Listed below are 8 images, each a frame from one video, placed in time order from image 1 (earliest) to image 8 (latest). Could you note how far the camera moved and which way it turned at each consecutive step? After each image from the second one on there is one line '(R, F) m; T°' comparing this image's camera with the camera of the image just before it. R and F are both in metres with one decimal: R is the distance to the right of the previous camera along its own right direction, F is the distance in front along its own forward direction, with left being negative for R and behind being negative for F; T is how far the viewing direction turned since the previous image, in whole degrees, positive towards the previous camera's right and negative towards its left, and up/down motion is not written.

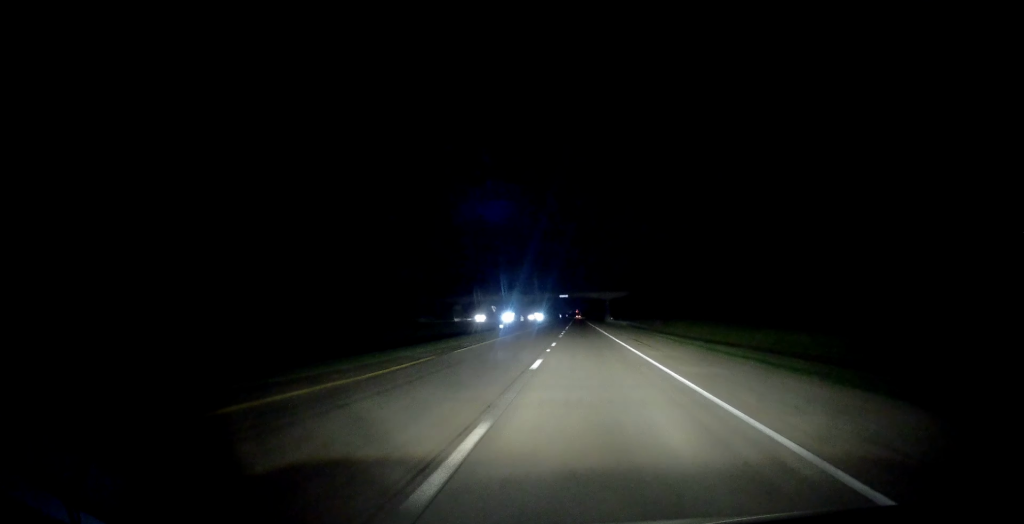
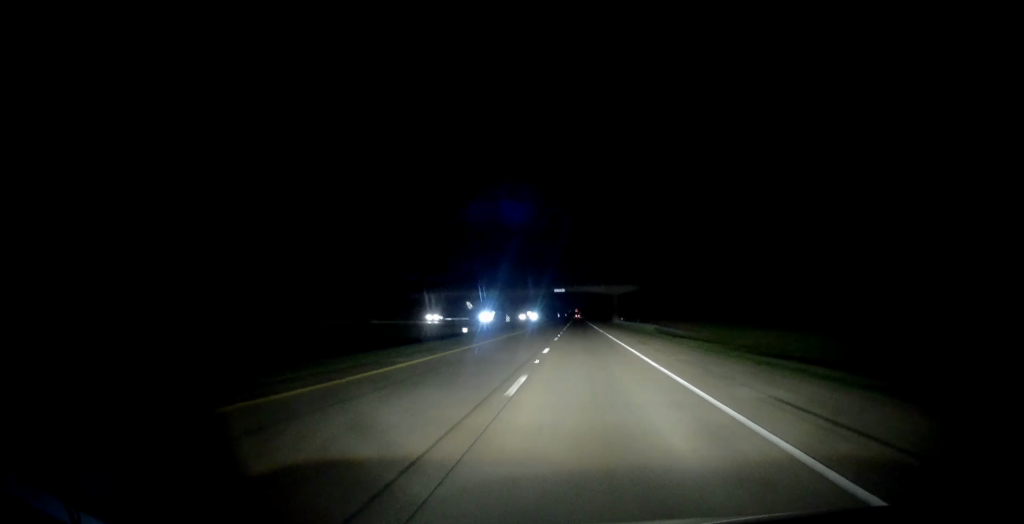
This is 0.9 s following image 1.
(+0.2, +29.9) m; 0°
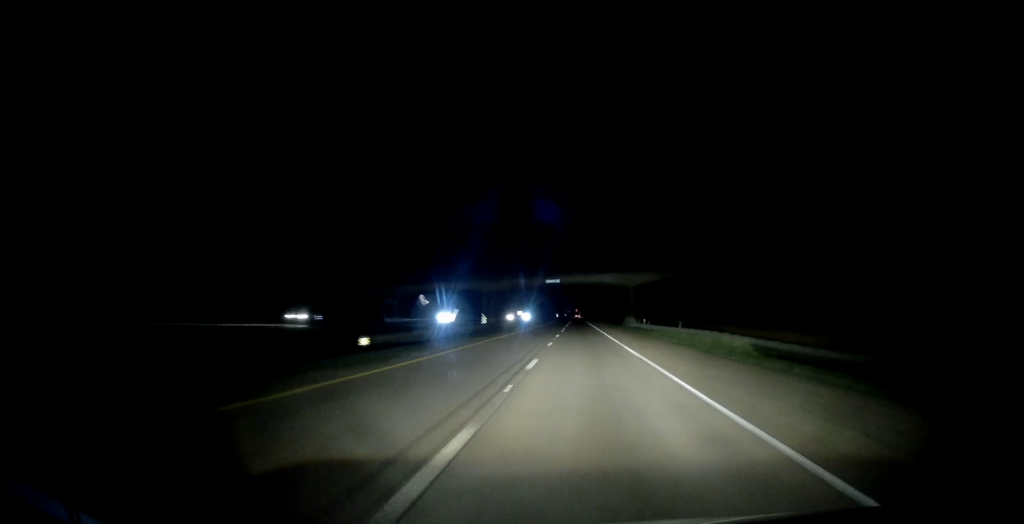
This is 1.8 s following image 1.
(-0.2, +31.0) m; -1°
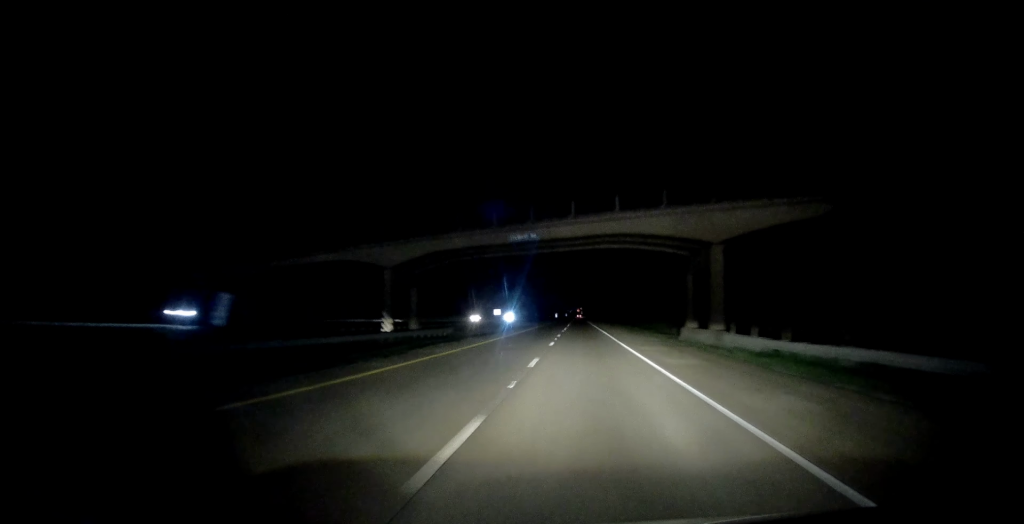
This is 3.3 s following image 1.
(-0.6, +47.8) m; 0°
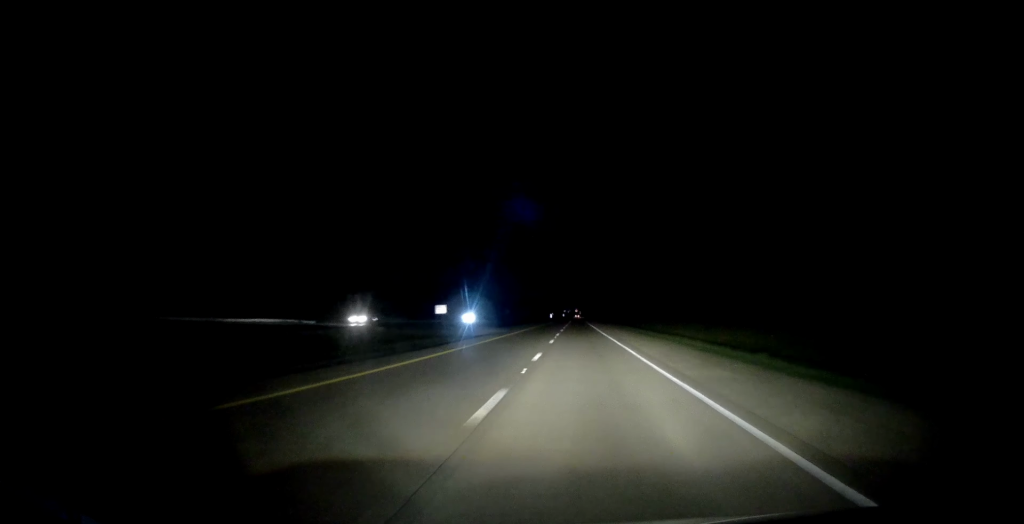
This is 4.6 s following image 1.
(+0.8, +45.6) m; +2°
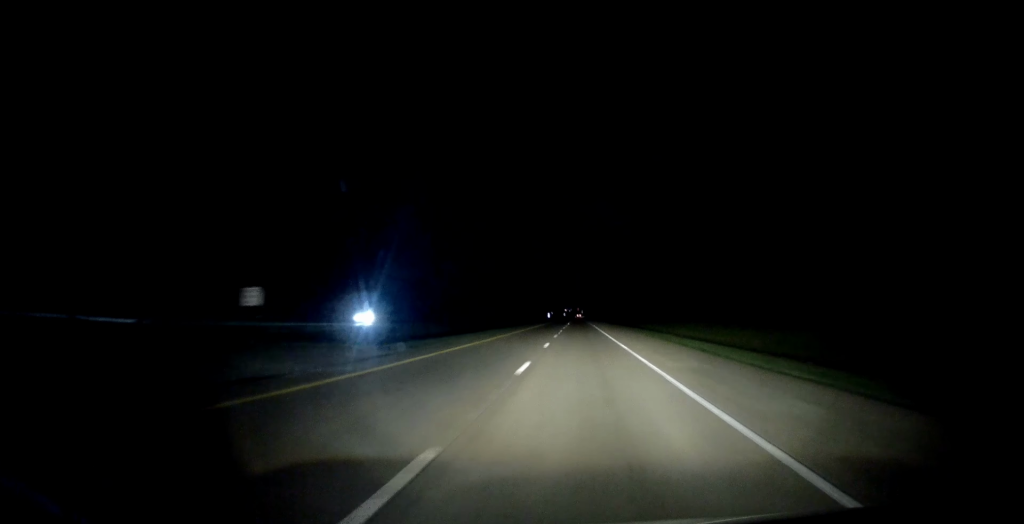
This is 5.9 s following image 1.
(+0.2, +42.2) m; 0°
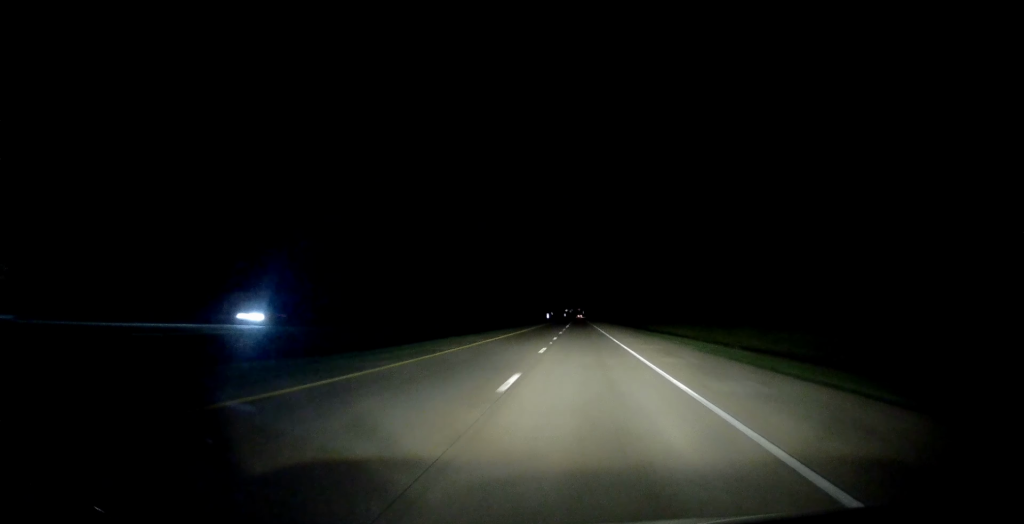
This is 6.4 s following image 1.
(-0.2, +15.6) m; 0°
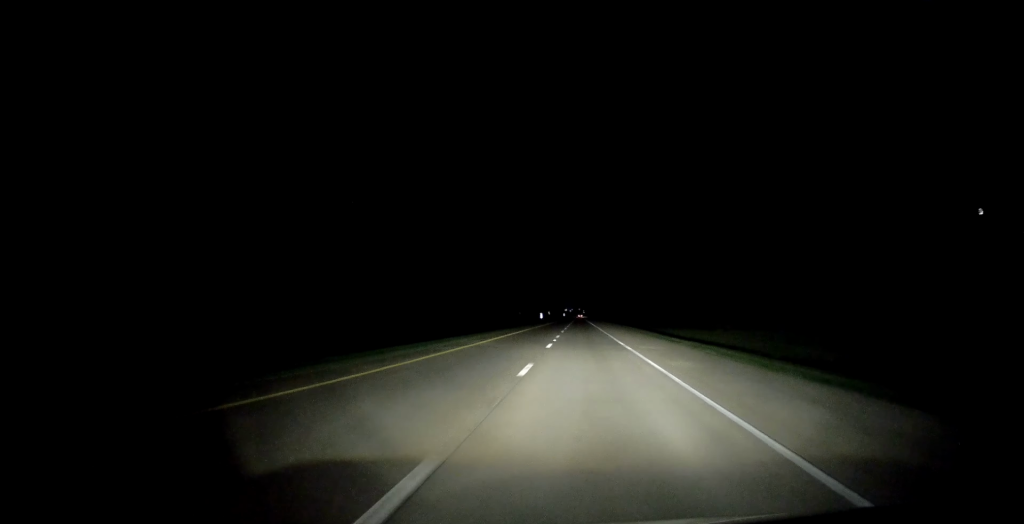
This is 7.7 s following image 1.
(0.0, +45.5) m; 0°
